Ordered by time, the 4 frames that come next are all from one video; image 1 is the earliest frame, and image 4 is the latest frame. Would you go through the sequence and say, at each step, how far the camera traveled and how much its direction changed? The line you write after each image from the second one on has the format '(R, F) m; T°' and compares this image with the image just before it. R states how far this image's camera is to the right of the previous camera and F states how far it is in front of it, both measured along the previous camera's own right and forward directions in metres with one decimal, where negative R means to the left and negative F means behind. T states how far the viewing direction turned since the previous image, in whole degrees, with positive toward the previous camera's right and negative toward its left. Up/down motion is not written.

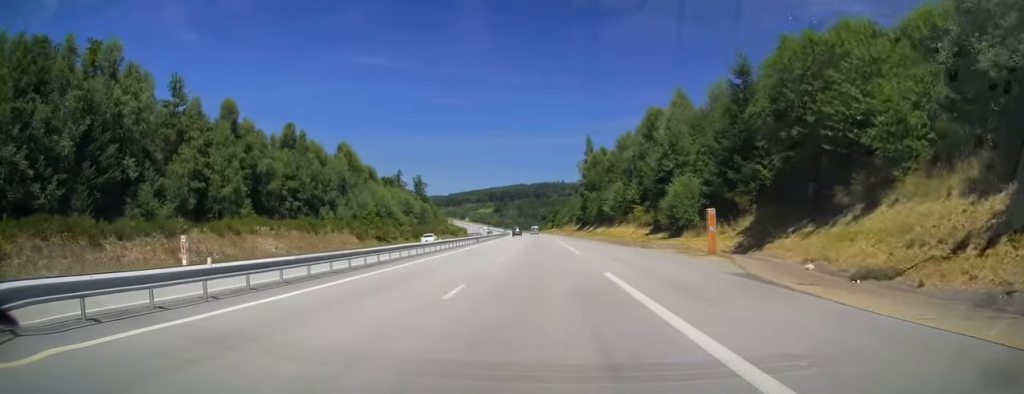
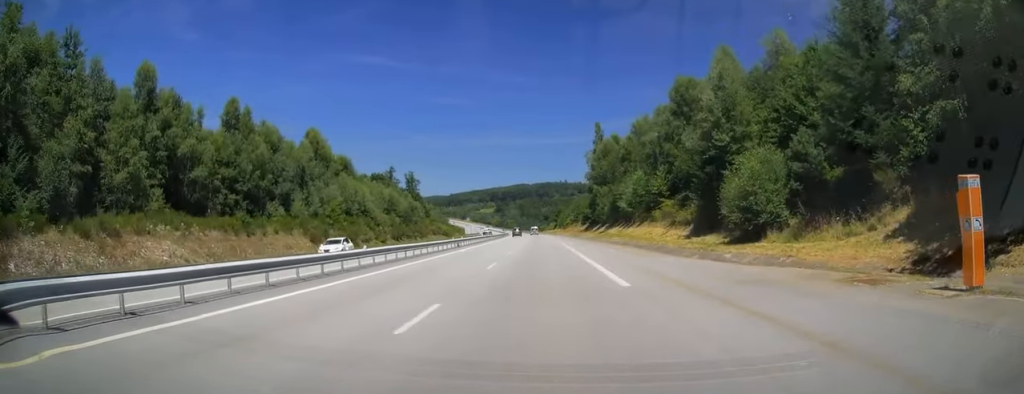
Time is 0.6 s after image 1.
(0.0, +17.0) m; 0°
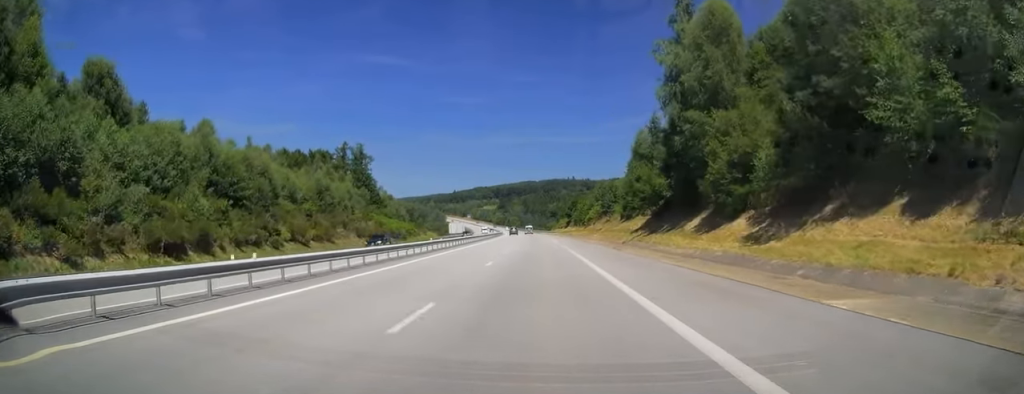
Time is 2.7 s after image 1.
(-0.2, +65.0) m; -1°
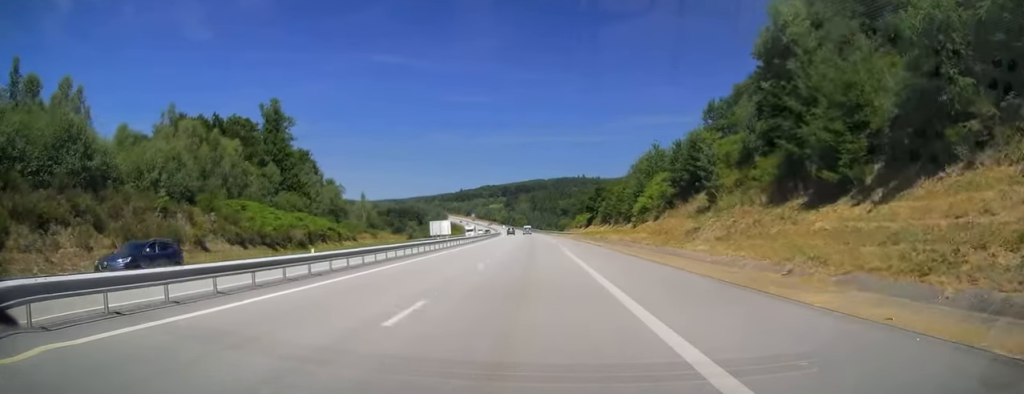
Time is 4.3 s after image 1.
(-0.2, +51.4) m; -1°
